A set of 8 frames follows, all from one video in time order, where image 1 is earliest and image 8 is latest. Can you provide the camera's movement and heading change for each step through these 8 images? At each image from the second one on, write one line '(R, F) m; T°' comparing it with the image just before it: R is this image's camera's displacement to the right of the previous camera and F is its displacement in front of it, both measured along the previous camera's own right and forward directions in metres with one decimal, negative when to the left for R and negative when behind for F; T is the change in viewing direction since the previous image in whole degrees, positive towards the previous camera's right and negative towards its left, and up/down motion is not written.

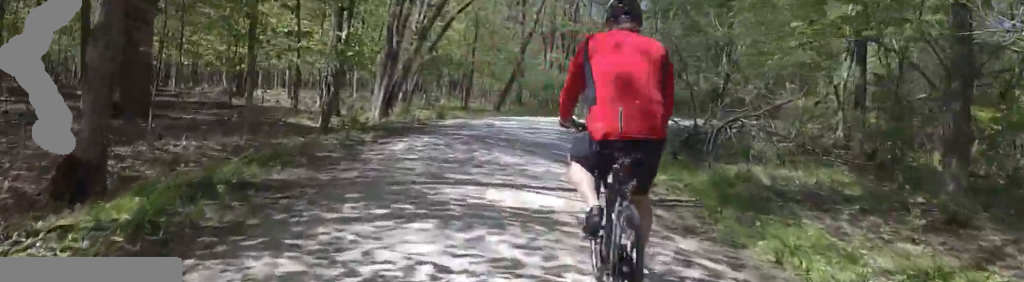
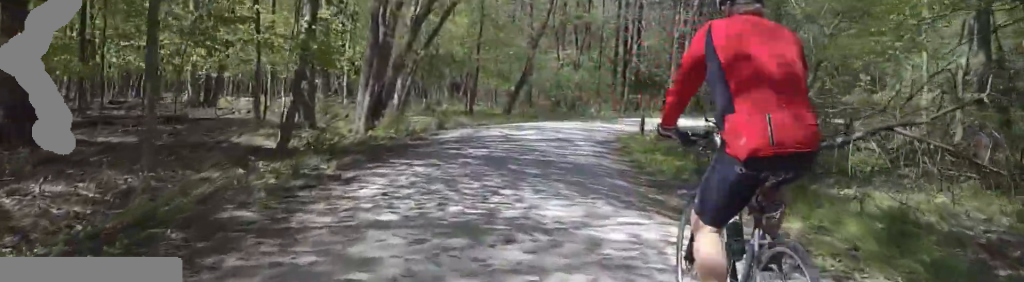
(+0.2, +3.3) m; -10°
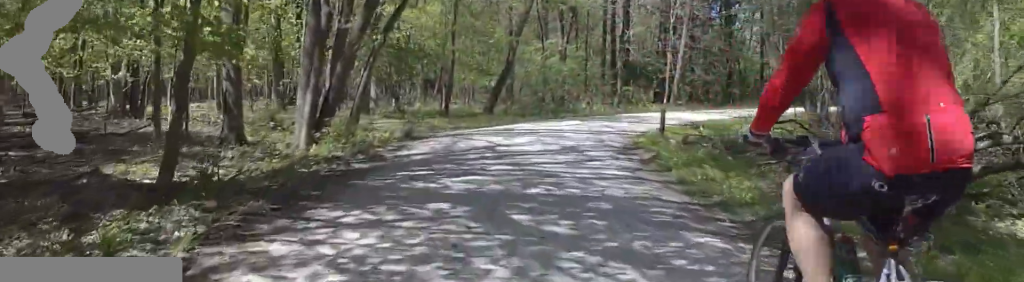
(-0.8, +2.8) m; +1°
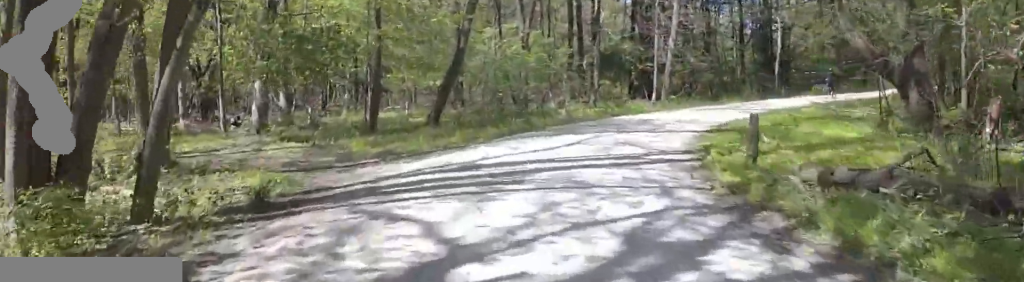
(+0.8, +5.2) m; +23°
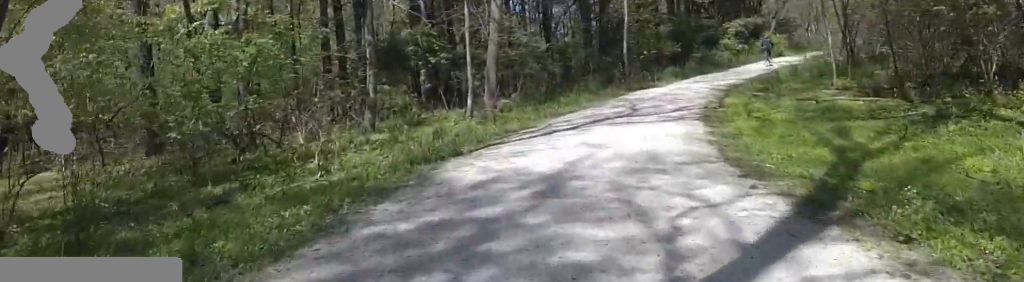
(+1.8, +10.4) m; +16°
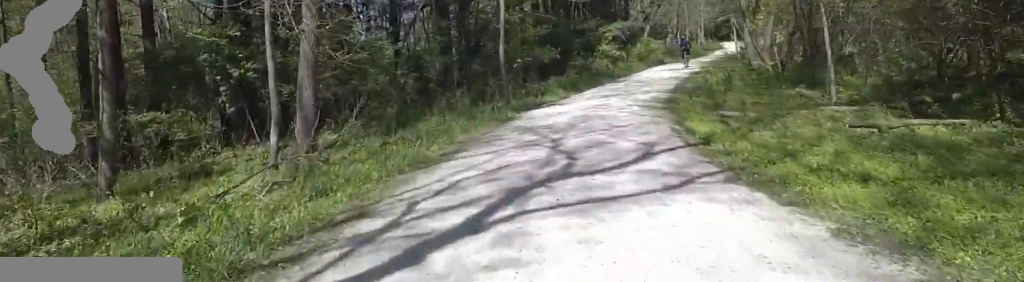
(+0.7, +6.1) m; +9°
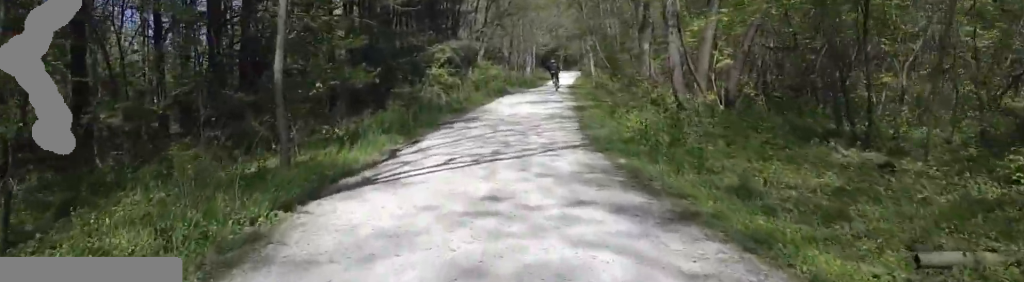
(+0.5, +7.8) m; +8°
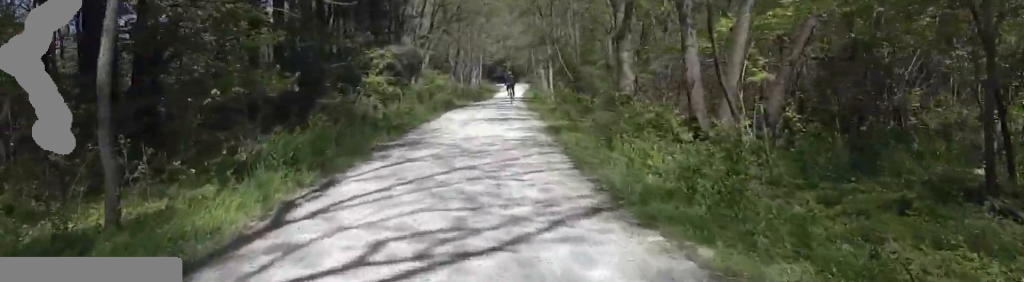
(+0.2, +3.5) m; +5°
